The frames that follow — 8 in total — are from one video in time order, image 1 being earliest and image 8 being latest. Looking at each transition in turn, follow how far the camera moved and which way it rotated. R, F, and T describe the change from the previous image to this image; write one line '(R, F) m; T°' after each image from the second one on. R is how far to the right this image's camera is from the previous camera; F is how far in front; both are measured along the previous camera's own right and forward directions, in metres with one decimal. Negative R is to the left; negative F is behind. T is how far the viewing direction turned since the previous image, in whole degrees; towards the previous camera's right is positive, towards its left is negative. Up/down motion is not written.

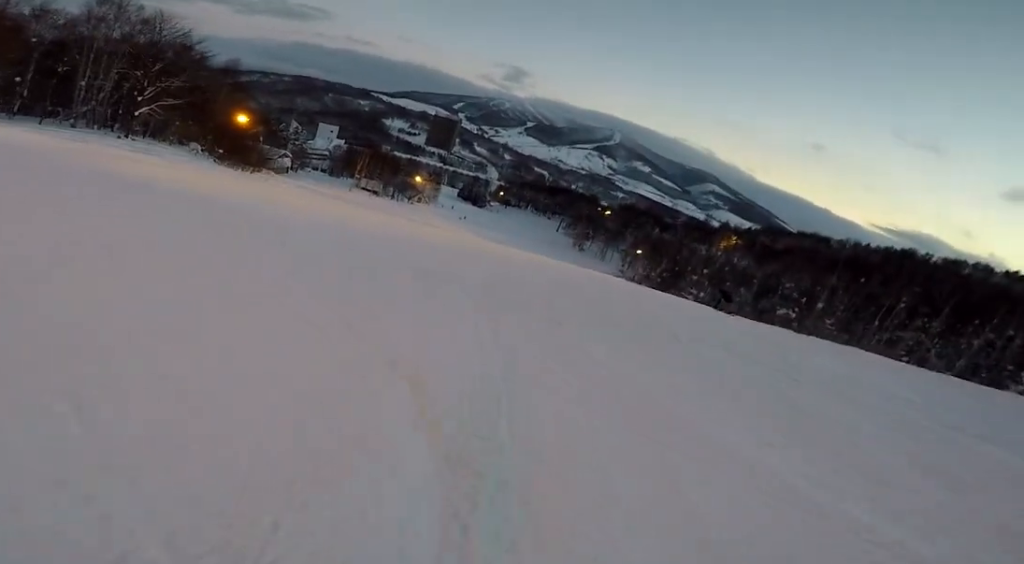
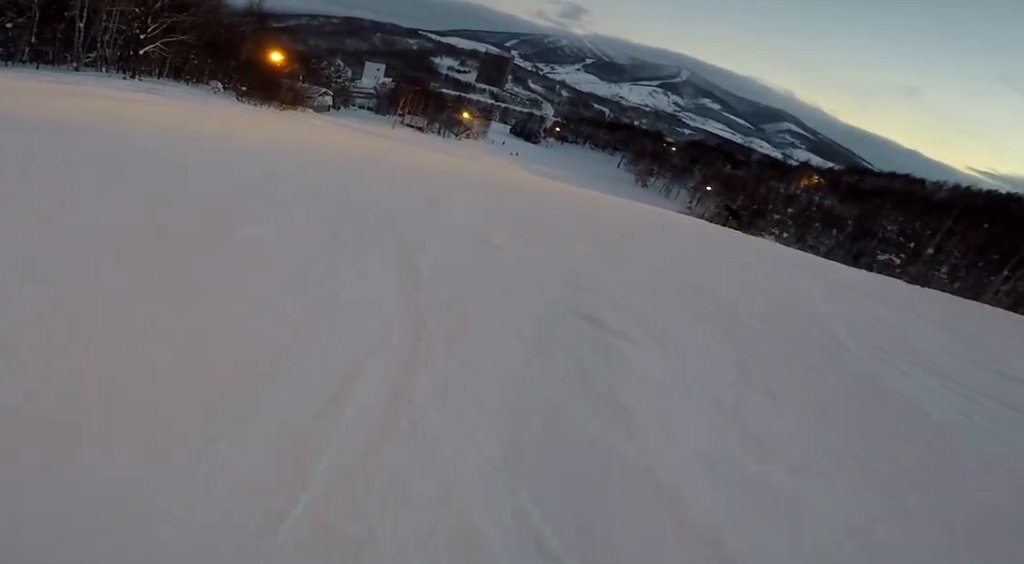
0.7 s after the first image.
(-0.3, +5.3) m; -9°
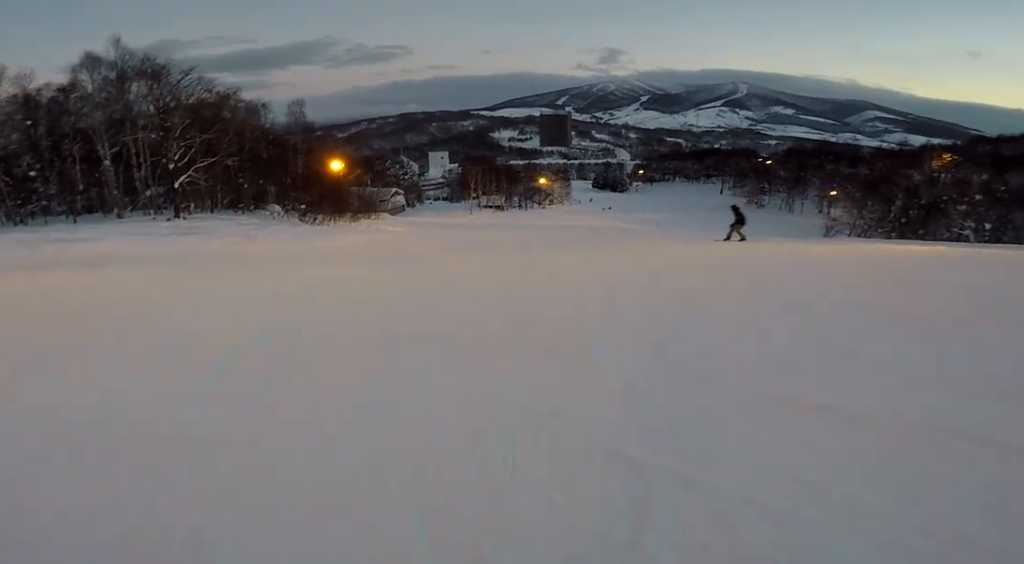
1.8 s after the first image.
(-1.8, +8.7) m; -9°
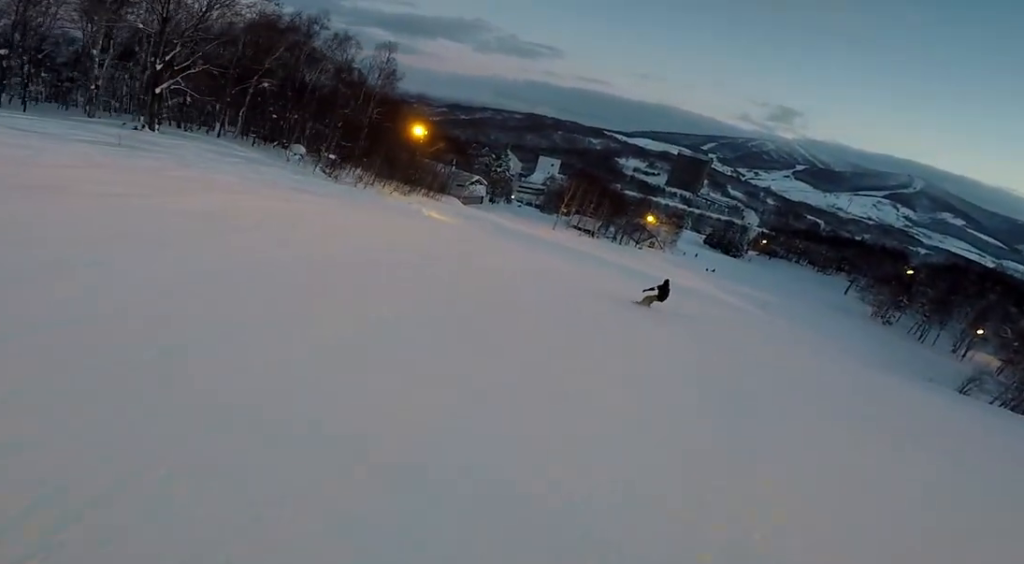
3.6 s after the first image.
(+0.4, +13.8) m; -9°
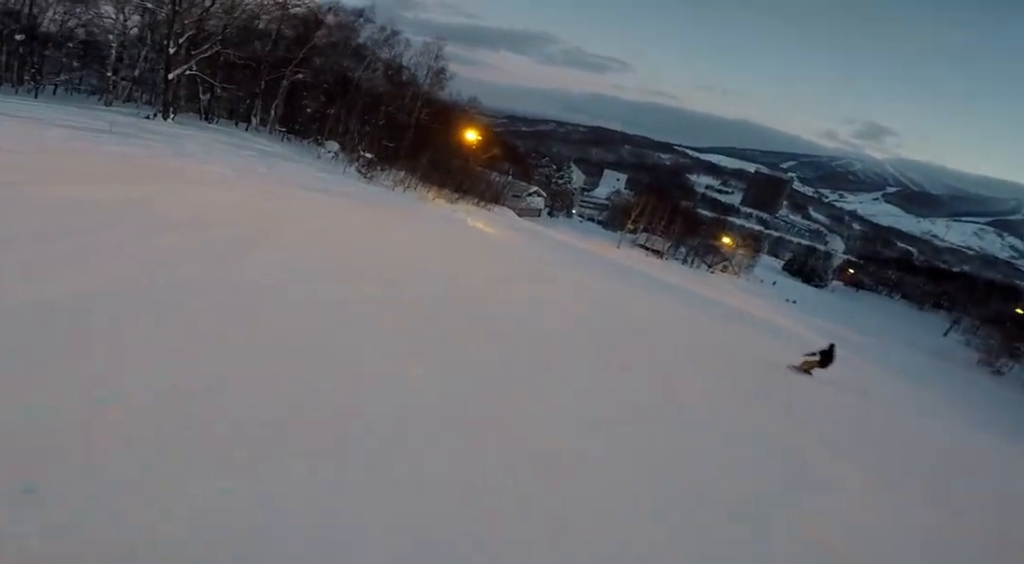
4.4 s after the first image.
(-0.6, +5.8) m; -15°
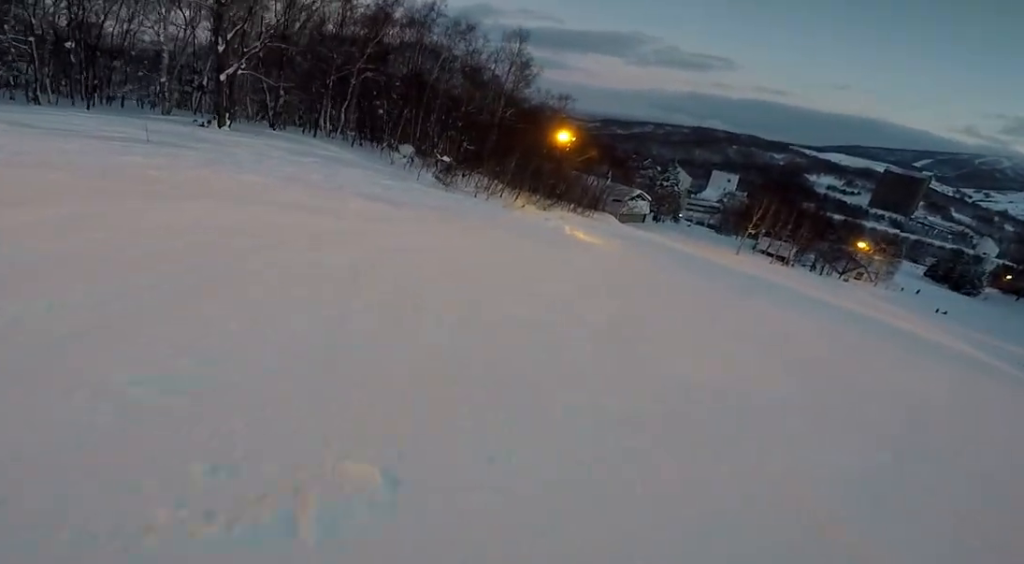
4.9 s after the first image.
(-0.7, +4.3) m; -5°
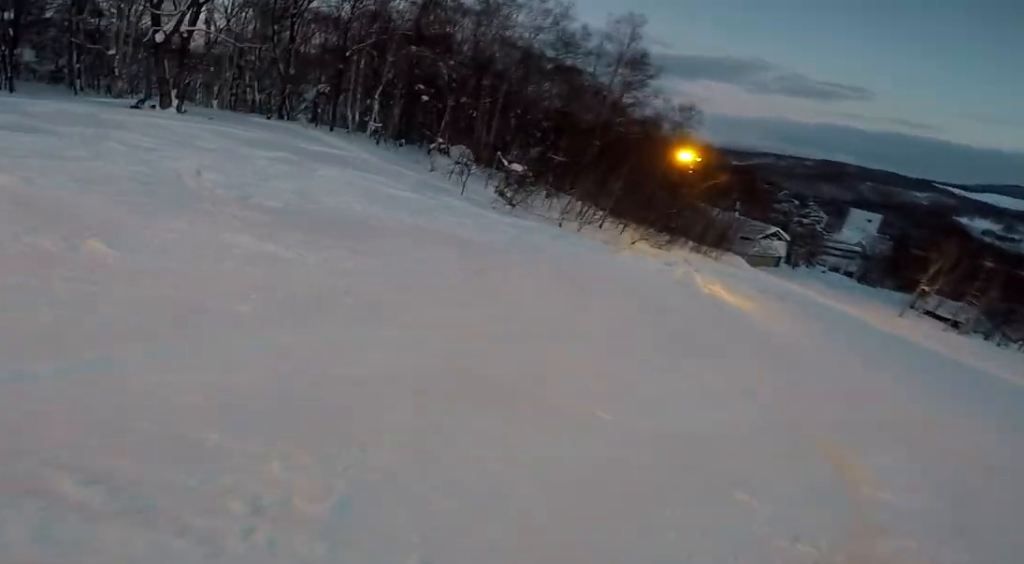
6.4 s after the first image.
(-0.7, +10.6) m; -5°
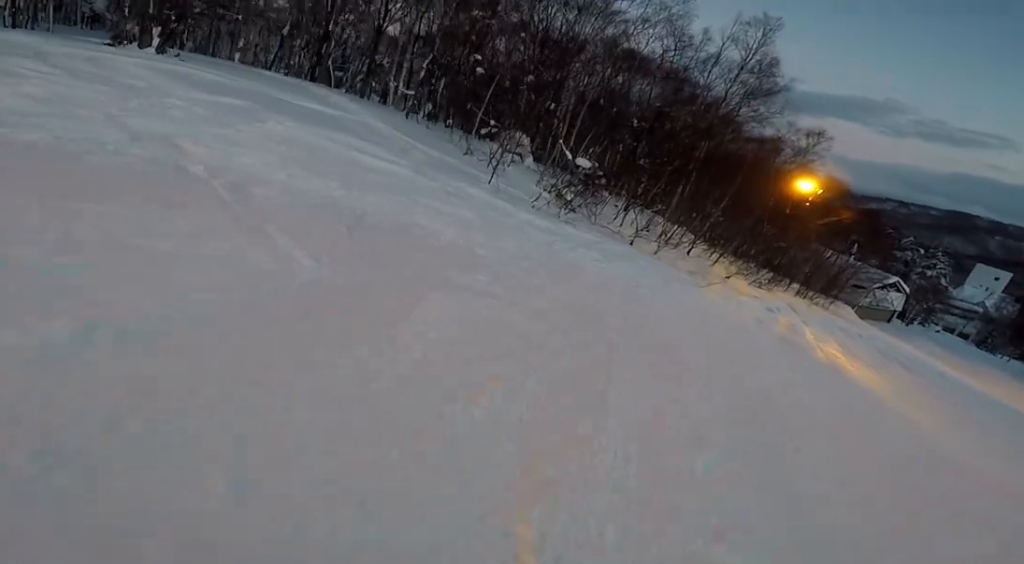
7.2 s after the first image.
(+0.1, +4.8) m; -6°
